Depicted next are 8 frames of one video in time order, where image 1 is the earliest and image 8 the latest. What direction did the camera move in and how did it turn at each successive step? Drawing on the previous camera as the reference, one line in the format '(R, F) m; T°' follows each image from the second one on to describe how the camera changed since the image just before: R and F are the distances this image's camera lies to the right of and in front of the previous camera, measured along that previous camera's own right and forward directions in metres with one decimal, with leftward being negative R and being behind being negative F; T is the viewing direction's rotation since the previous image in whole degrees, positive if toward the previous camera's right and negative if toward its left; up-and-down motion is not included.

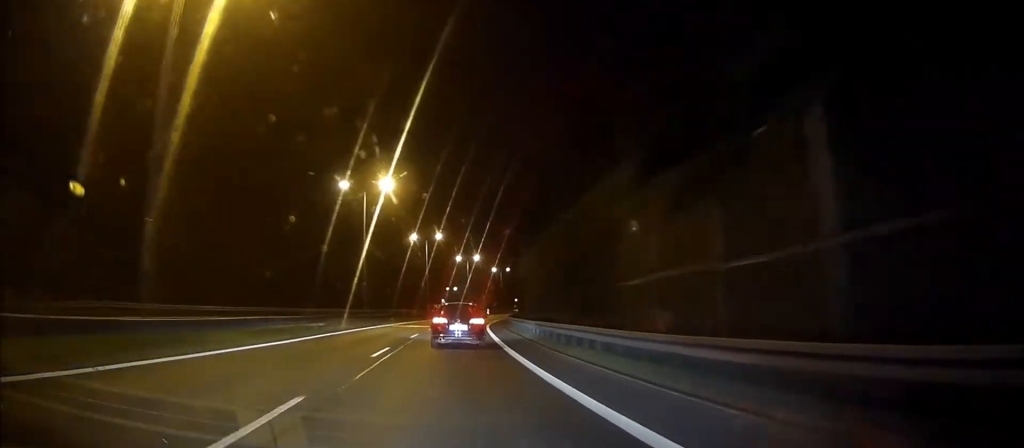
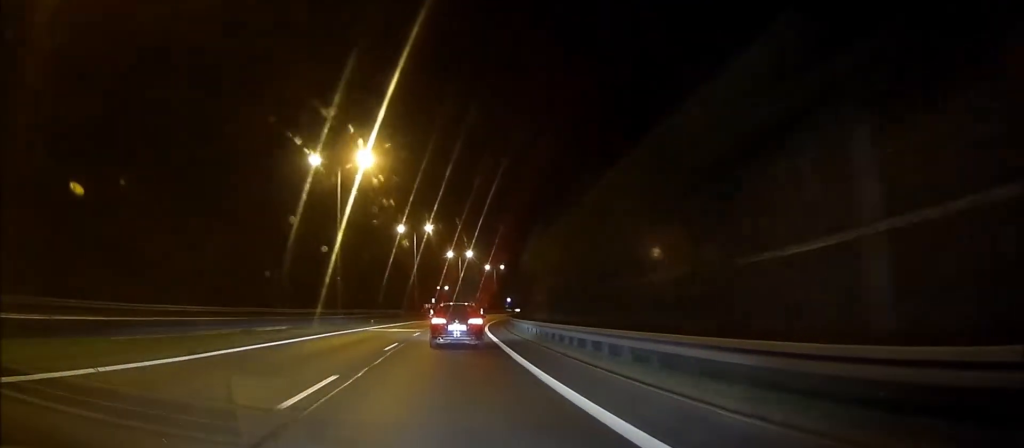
(+0.1, +9.1) m; +1°
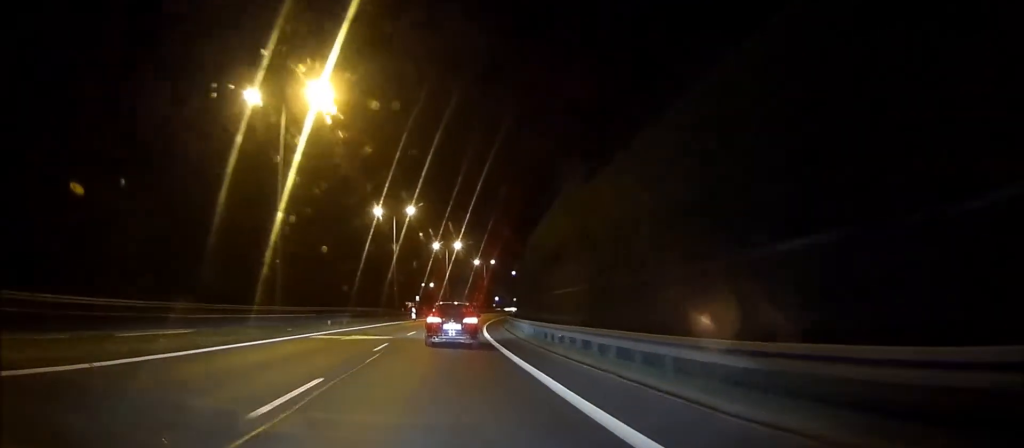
(+0.1, +13.3) m; +2°
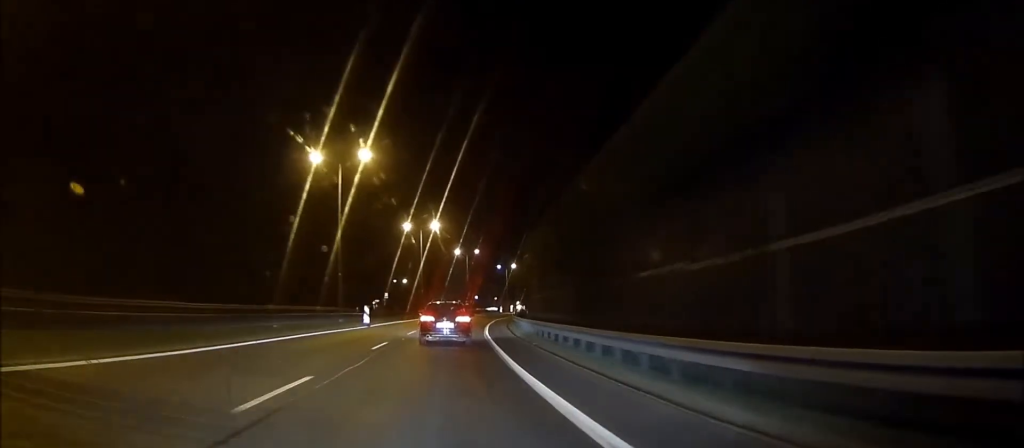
(+0.7, +24.4) m; +2°
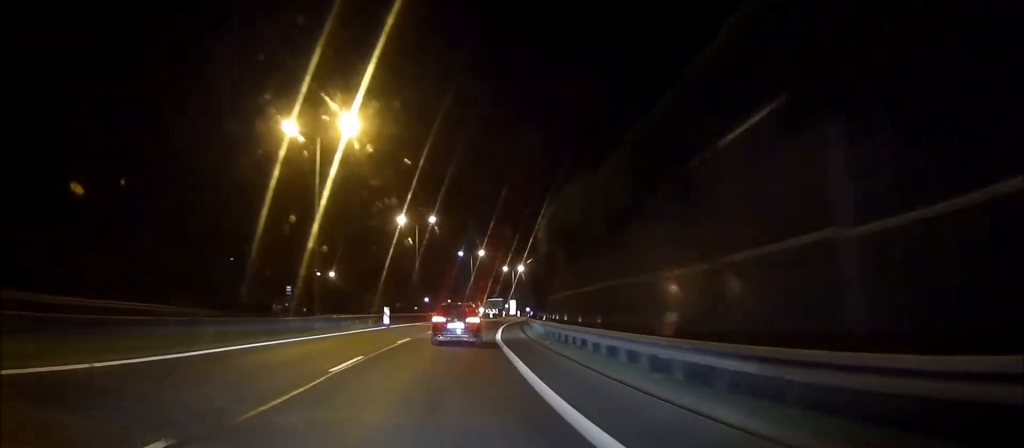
(+1.8, +45.9) m; +5°
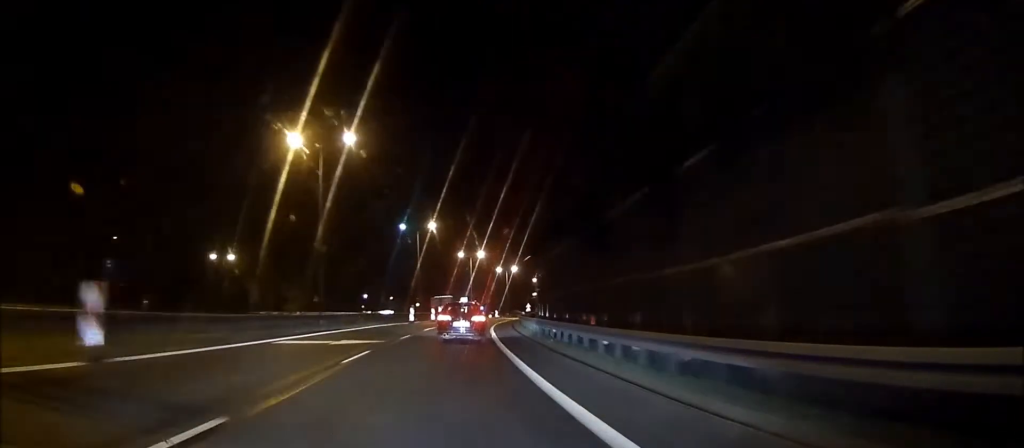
(+0.7, +33.8) m; +3°
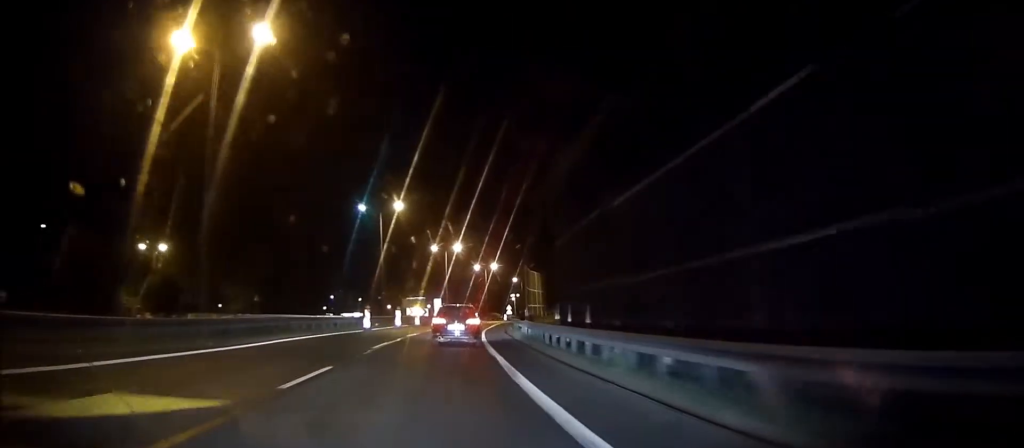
(+0.3, +16.5) m; +1°
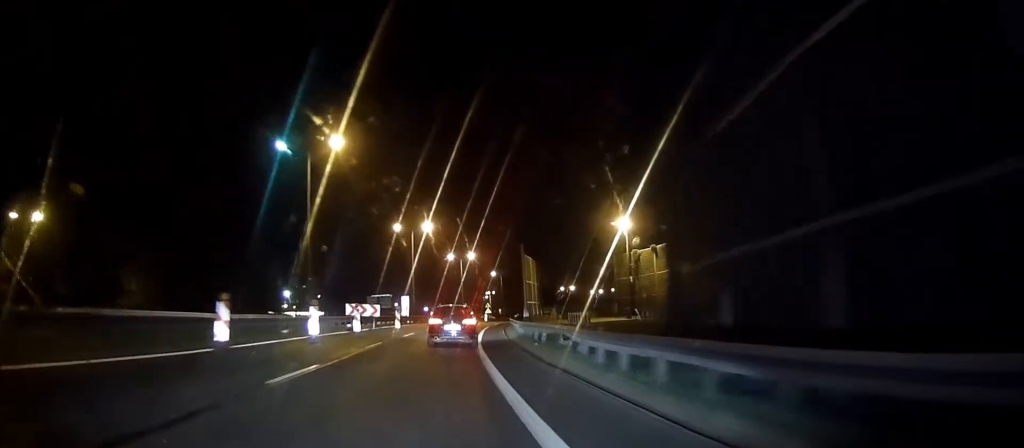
(+0.3, +23.5) m; +2°
